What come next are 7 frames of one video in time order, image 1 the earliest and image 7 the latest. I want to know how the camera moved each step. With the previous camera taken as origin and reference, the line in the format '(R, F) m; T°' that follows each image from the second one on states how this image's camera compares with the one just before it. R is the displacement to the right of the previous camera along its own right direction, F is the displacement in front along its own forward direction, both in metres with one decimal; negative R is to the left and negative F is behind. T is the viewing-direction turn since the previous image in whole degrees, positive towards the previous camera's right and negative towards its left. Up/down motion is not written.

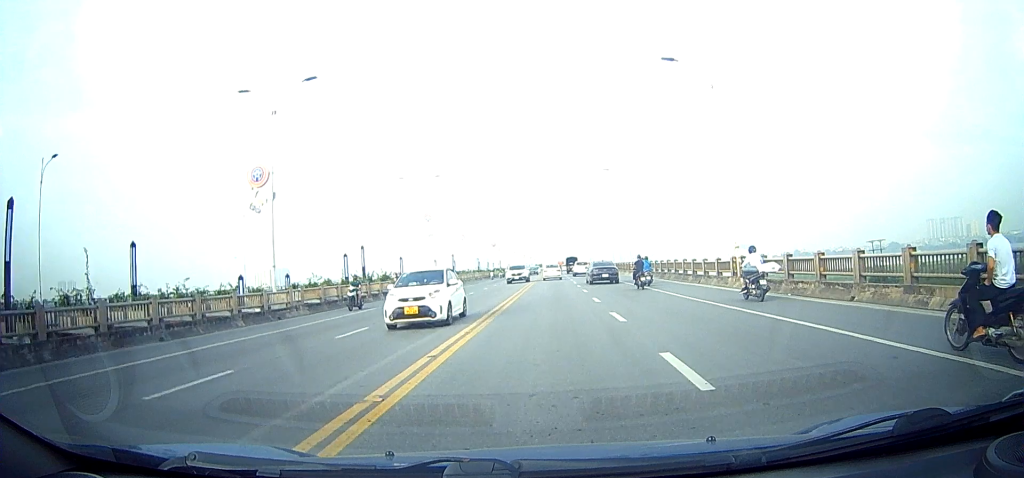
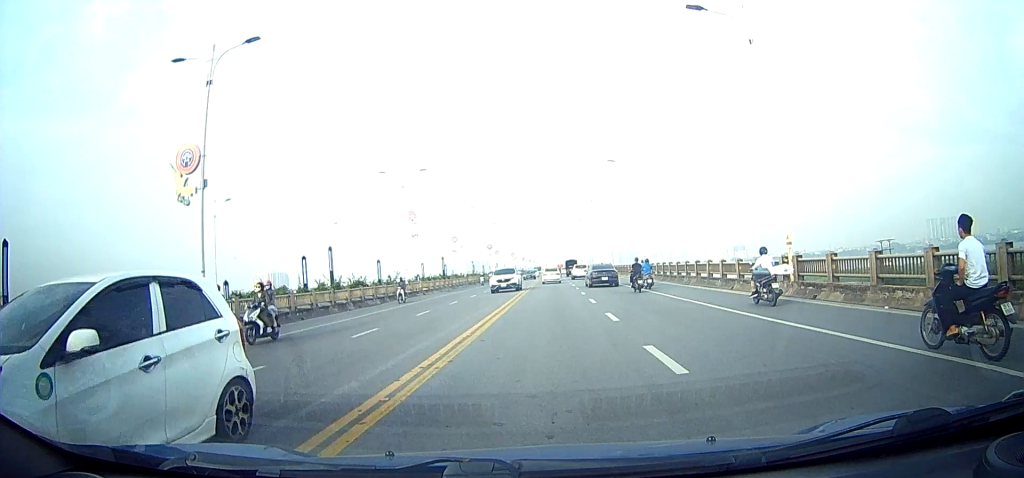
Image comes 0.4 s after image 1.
(0.0, +5.9) m; 0°
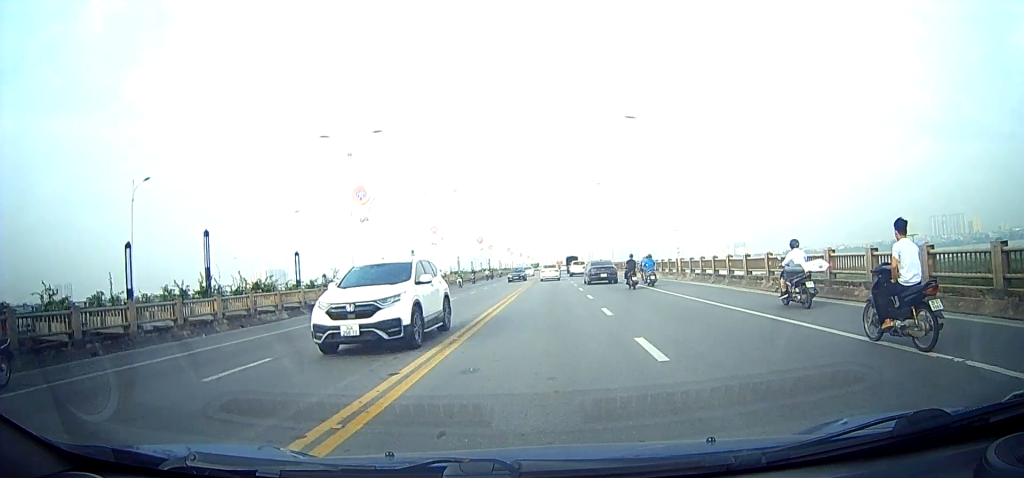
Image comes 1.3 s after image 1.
(0.0, +12.2) m; 0°
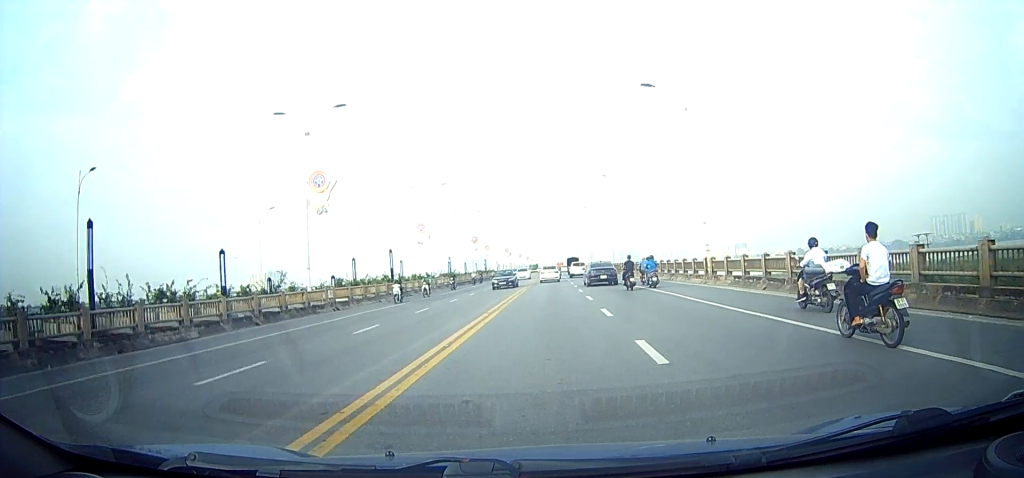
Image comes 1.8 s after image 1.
(0.0, +6.9) m; 0°
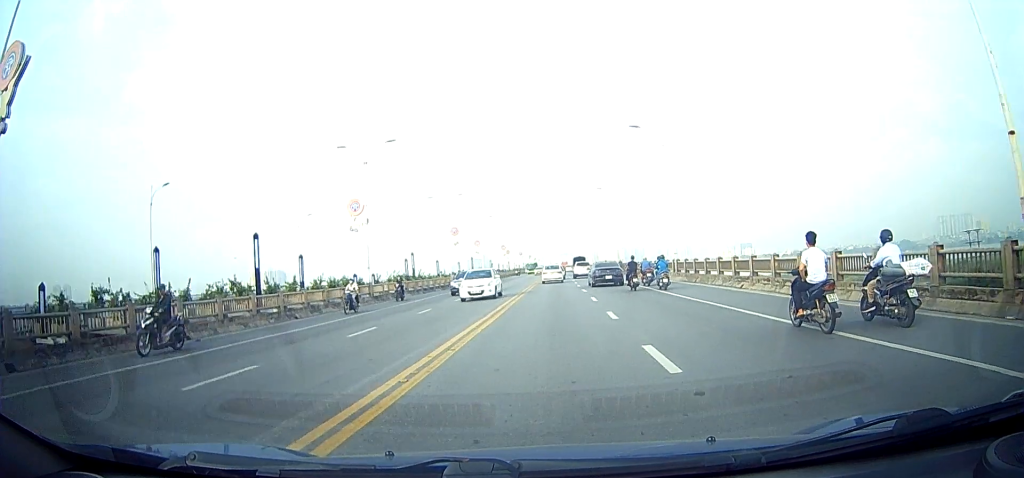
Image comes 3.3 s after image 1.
(0.0, +20.7) m; +2°
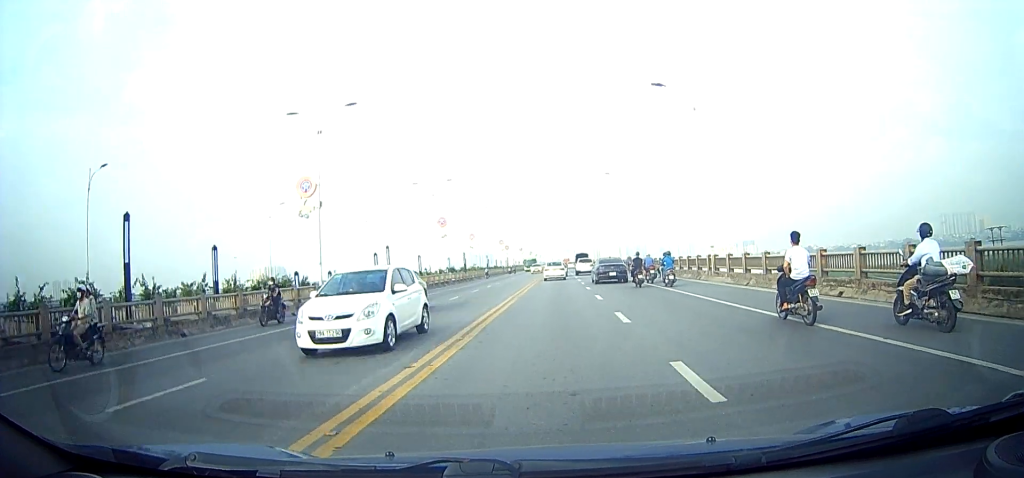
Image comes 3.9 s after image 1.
(+0.4, +7.8) m; 0°
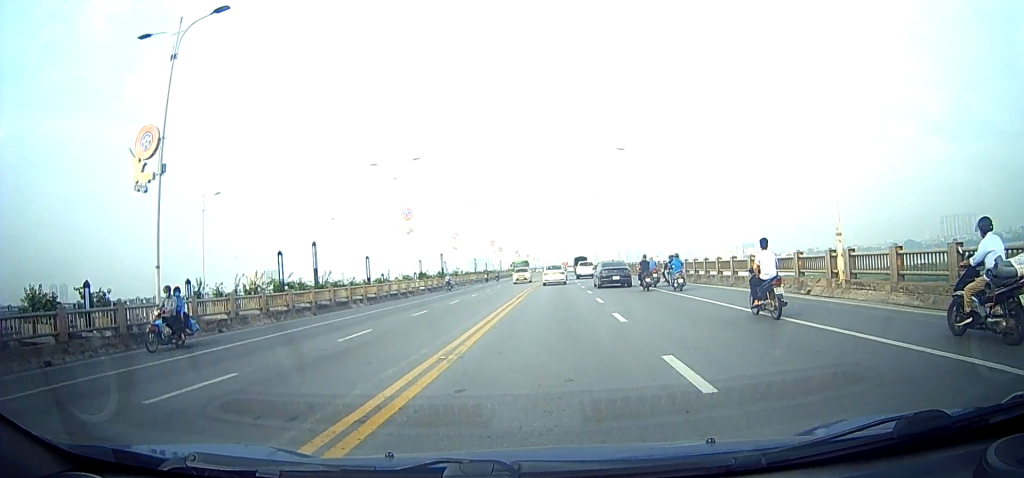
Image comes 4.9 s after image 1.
(-0.1, +12.7) m; -2°
